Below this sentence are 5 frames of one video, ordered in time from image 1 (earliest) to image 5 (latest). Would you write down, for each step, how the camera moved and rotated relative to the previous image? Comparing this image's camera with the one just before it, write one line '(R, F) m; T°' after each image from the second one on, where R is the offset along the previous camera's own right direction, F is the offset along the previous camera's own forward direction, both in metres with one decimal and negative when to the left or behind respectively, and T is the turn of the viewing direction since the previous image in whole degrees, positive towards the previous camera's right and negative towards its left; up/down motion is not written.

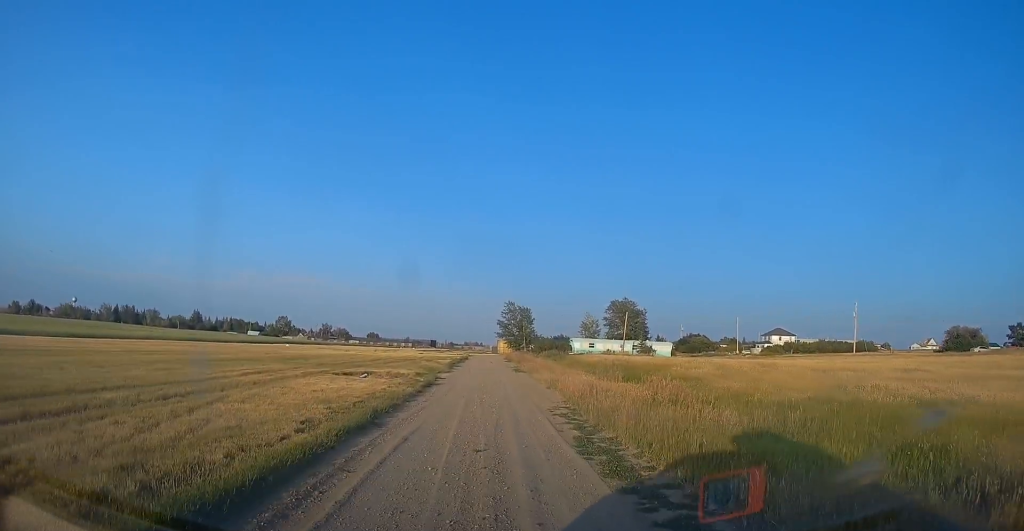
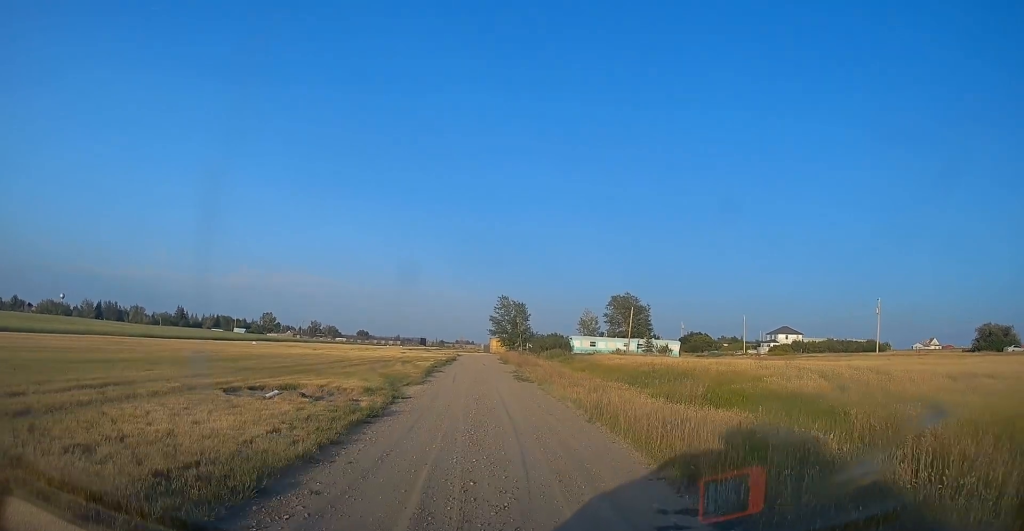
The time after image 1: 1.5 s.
(0.0, +11.0) m; 0°
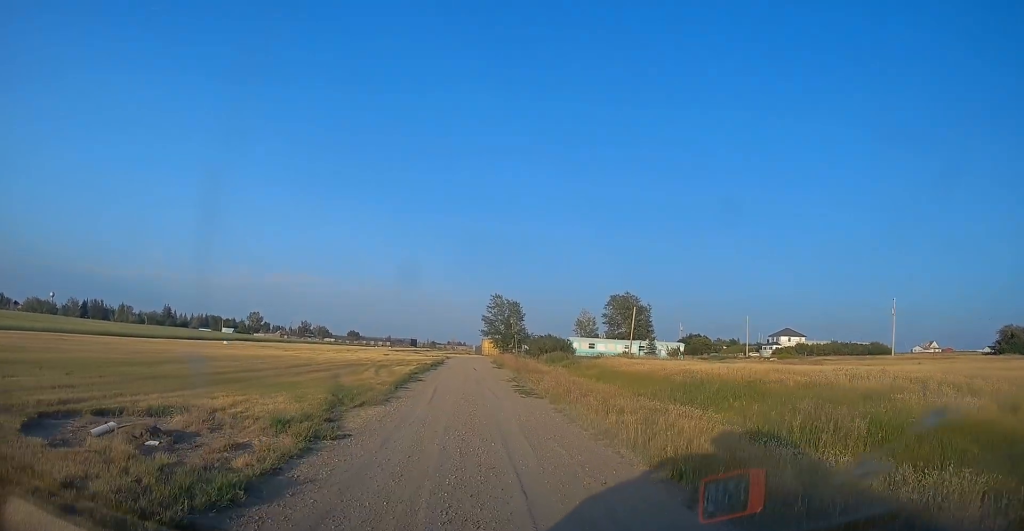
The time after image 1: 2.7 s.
(0.0, +7.6) m; 0°
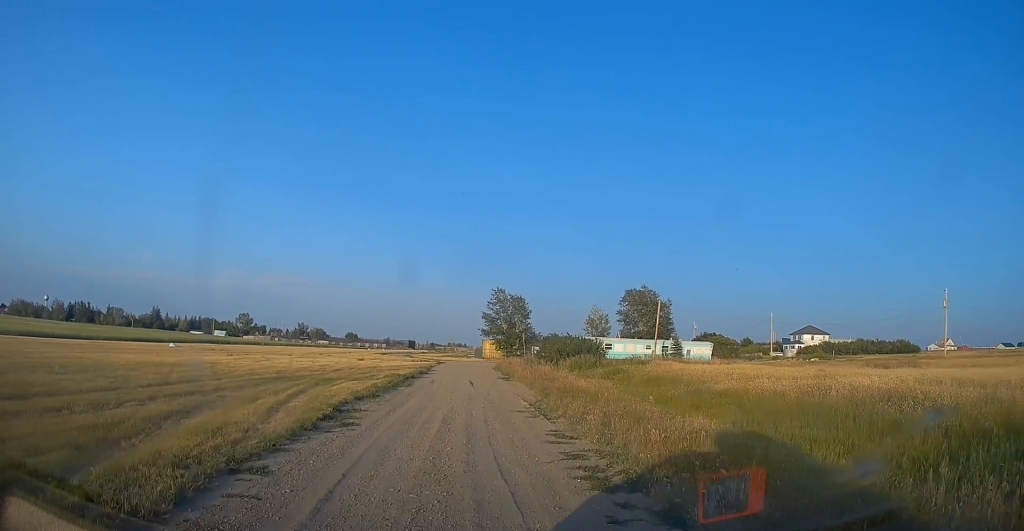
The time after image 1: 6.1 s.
(0.0, +14.9) m; 0°
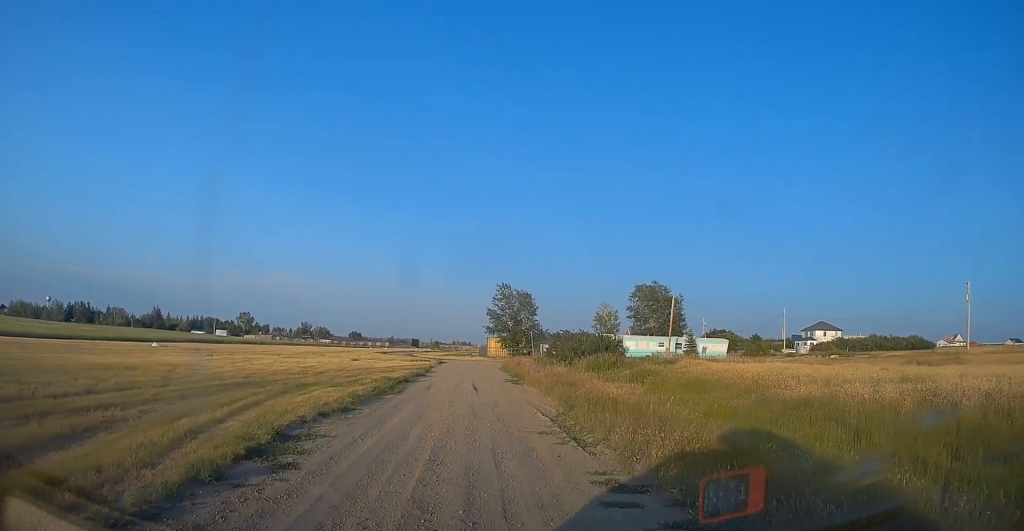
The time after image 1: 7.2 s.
(0.0, +4.2) m; 0°
